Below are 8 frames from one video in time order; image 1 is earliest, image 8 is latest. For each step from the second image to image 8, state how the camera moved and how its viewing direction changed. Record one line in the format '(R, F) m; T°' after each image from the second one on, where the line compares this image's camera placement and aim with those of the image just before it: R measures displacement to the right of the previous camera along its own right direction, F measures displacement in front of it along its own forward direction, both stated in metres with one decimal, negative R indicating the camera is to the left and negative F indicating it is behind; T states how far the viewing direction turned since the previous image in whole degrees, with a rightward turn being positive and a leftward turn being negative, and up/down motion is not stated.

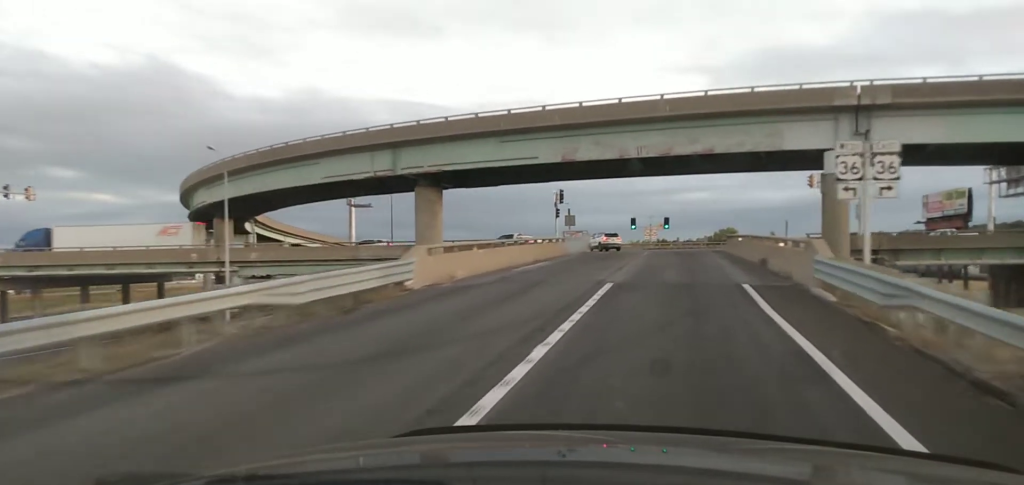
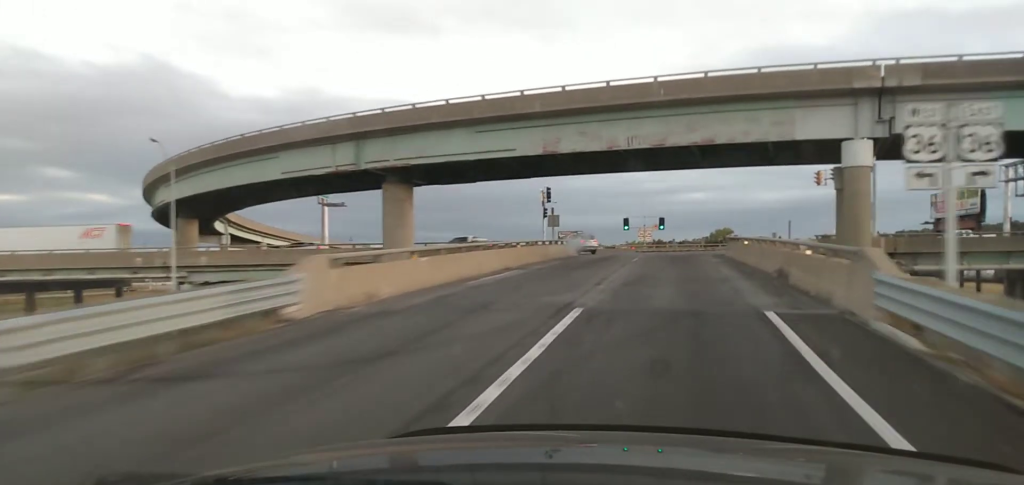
(+0.2, +6.3) m; +1°
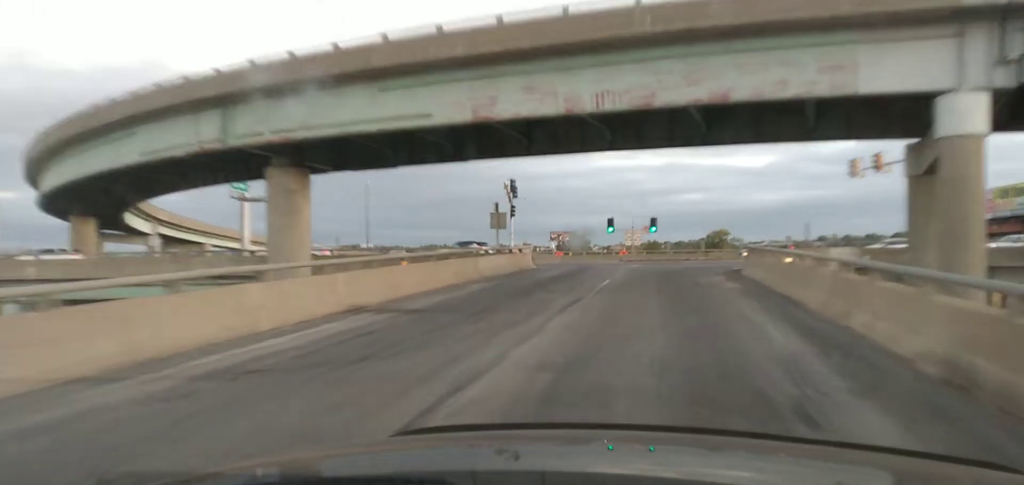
(+0.3, +15.0) m; +1°
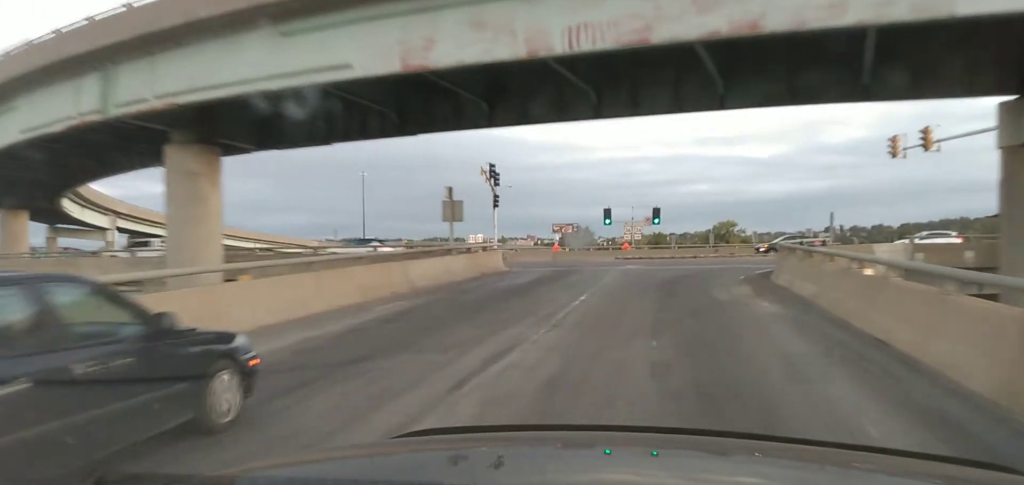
(0.0, +8.7) m; 0°
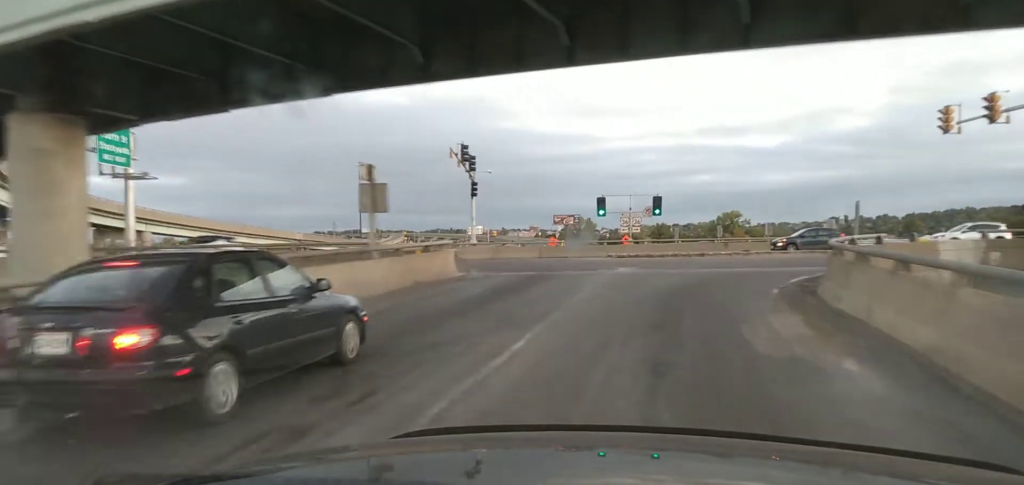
(-0.1, +7.3) m; 0°
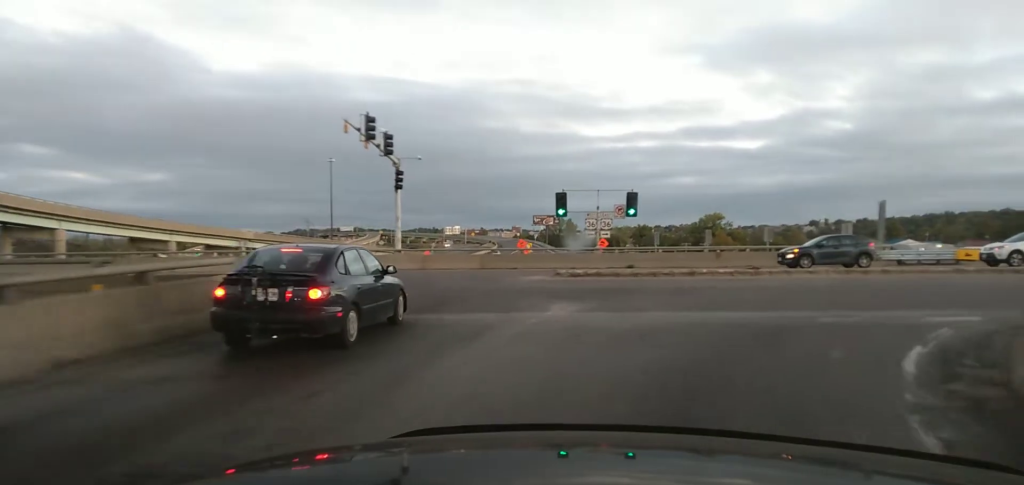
(+0.1, +12.4) m; 0°
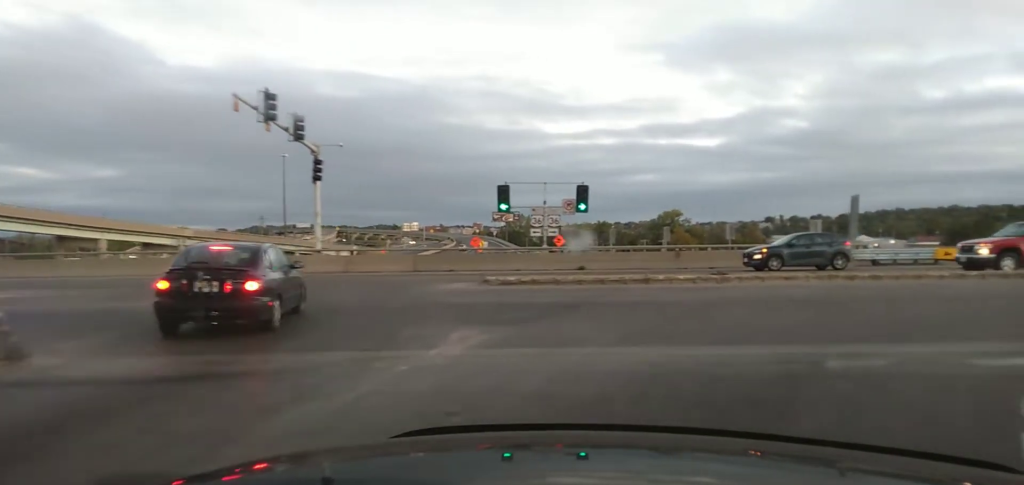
(0.0, +6.2) m; -2°
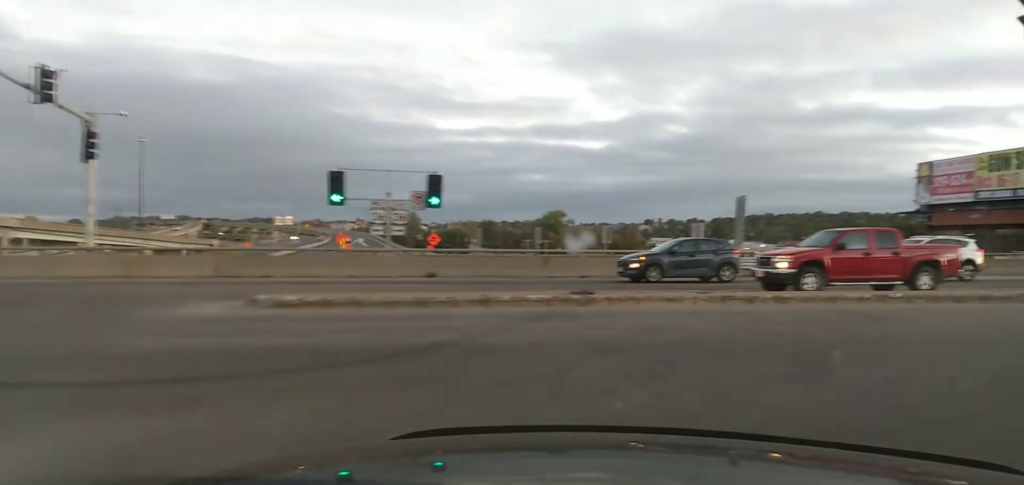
(-0.3, +6.7) m; +9°
